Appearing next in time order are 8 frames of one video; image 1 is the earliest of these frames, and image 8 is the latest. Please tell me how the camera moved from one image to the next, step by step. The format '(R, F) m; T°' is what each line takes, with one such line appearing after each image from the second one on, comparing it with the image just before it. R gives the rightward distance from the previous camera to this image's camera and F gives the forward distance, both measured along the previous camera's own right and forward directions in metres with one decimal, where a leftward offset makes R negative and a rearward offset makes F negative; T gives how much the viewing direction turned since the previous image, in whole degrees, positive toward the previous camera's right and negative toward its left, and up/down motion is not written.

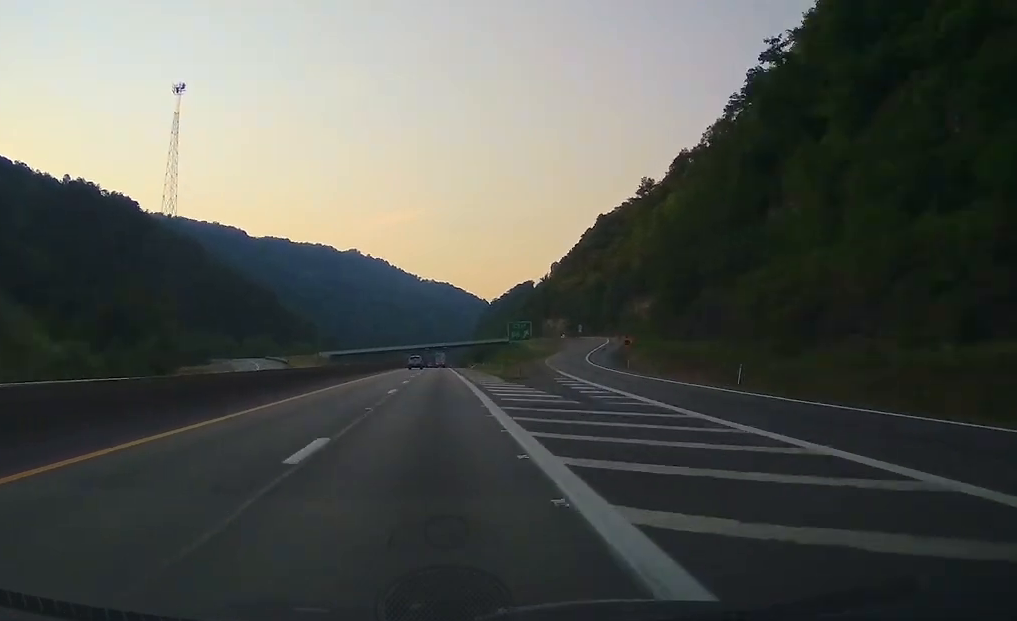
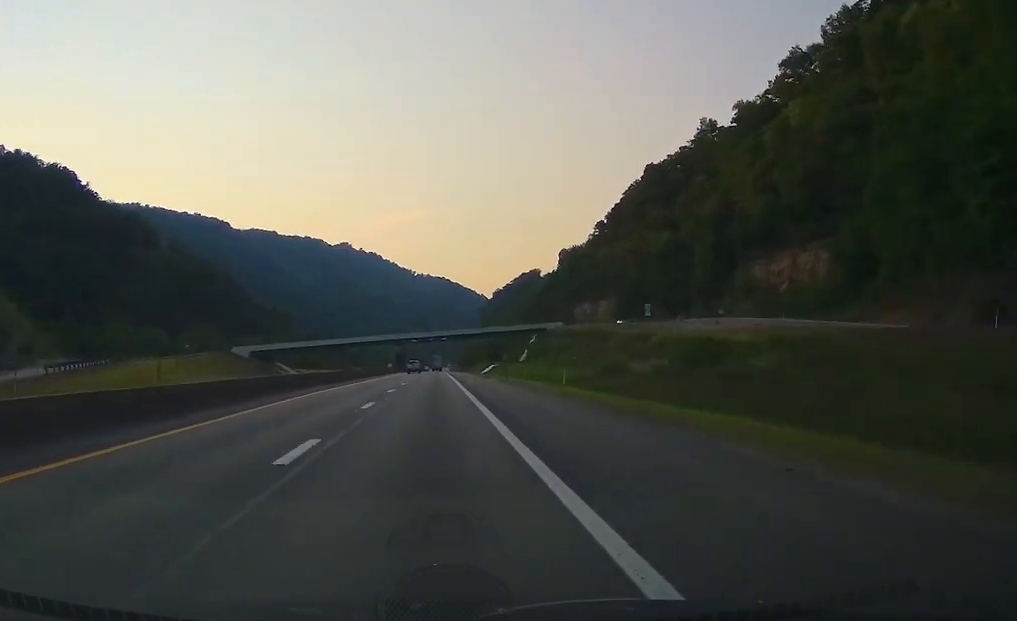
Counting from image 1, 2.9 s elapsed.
(-0.4, +80.1) m; 0°
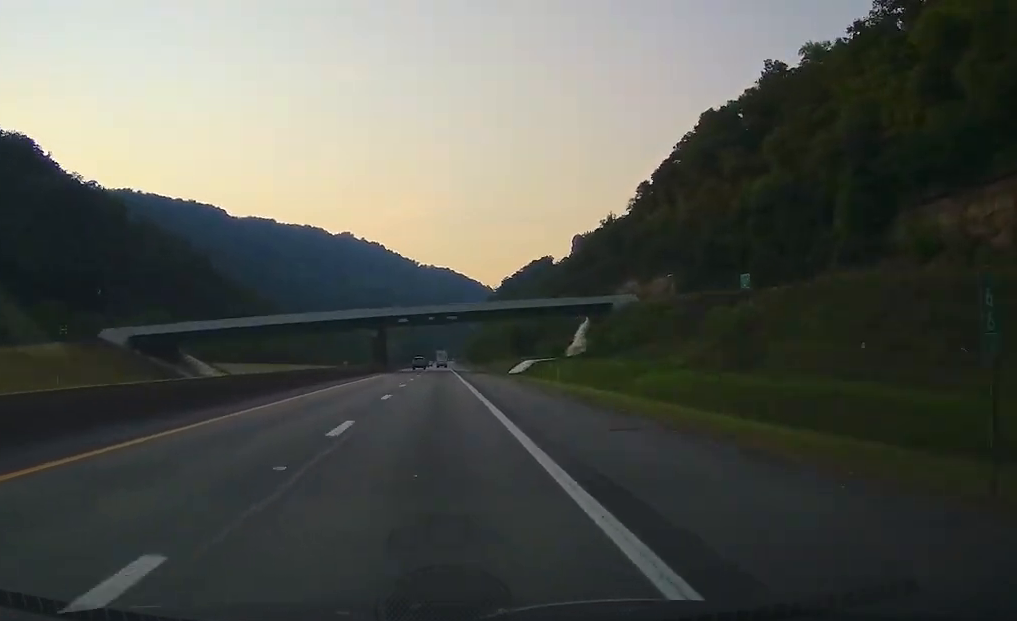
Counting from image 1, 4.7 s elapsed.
(+0.4, +54.5) m; 0°
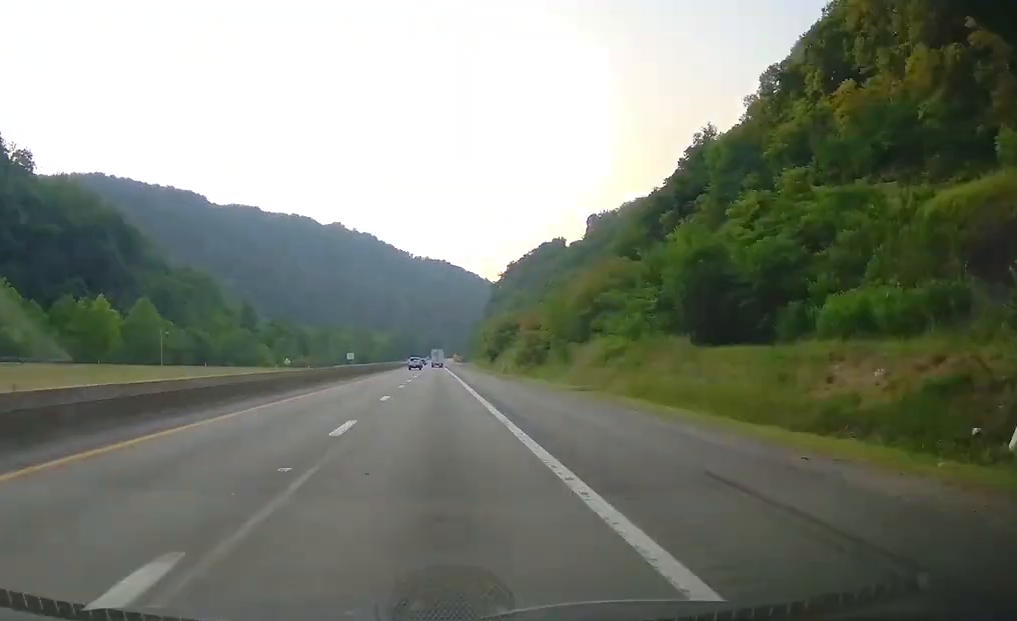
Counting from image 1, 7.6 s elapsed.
(0.0, +94.9) m; 0°
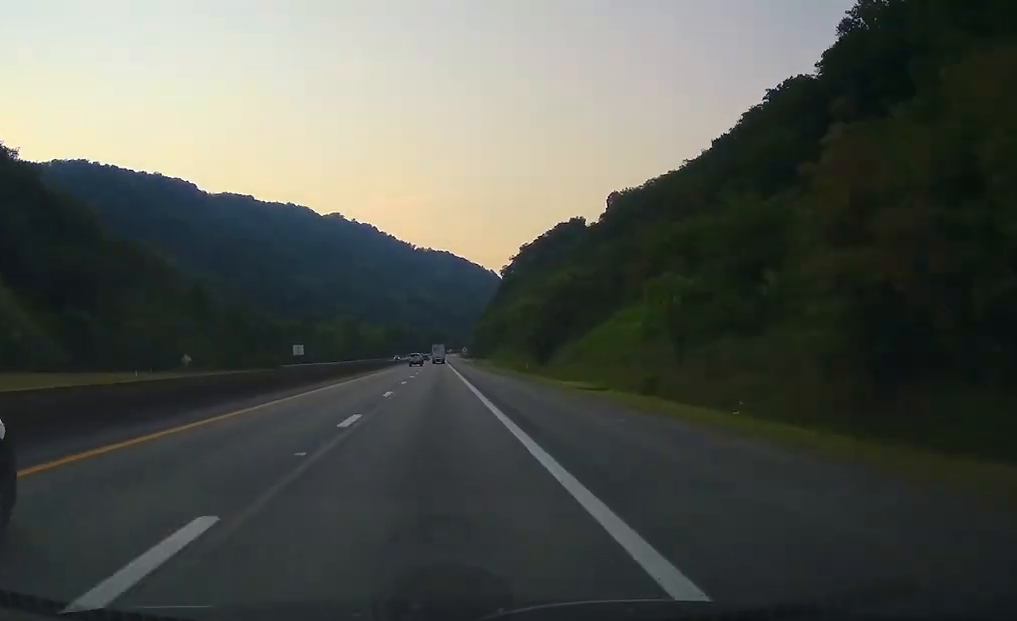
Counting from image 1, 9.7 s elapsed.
(-0.7, +72.1) m; 0°
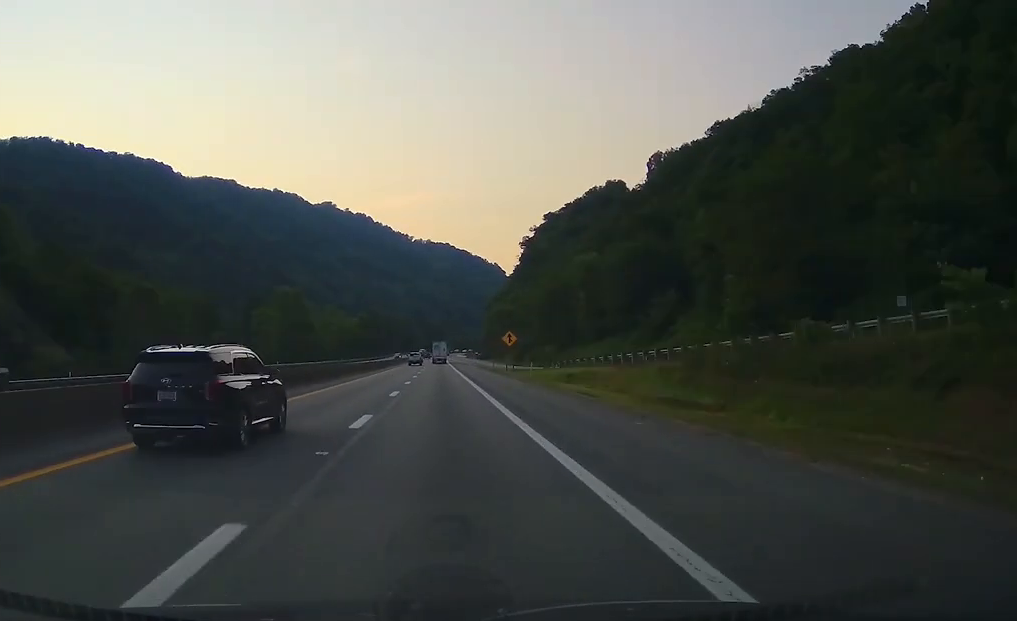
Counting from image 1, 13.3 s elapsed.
(+0.4, +126.8) m; 0°
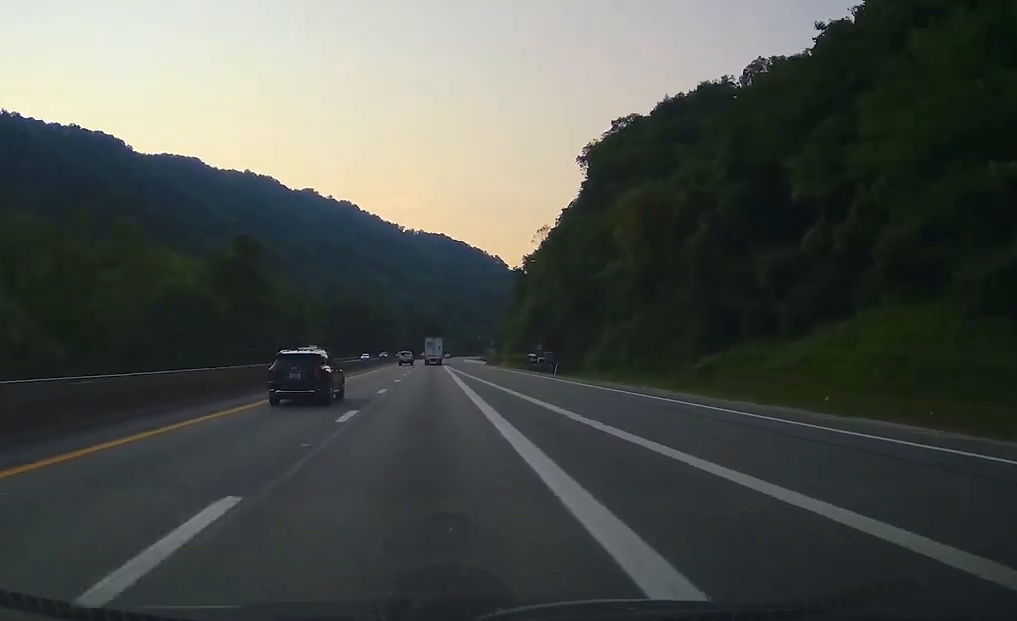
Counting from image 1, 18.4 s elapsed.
(+1.0, +192.5) m; +2°
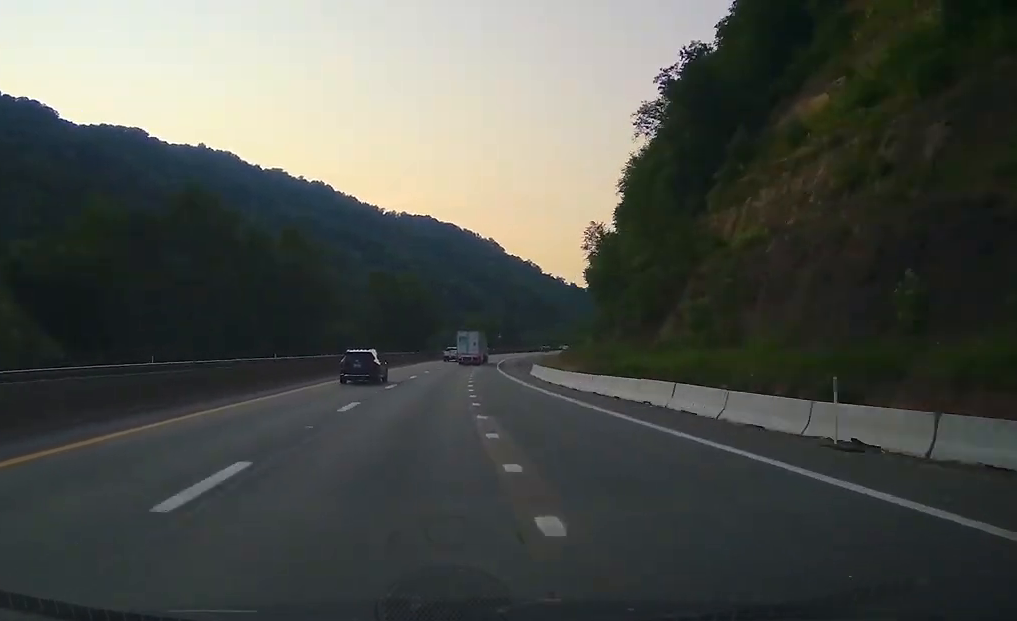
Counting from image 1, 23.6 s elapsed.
(+10.3, +213.9) m; +8°
